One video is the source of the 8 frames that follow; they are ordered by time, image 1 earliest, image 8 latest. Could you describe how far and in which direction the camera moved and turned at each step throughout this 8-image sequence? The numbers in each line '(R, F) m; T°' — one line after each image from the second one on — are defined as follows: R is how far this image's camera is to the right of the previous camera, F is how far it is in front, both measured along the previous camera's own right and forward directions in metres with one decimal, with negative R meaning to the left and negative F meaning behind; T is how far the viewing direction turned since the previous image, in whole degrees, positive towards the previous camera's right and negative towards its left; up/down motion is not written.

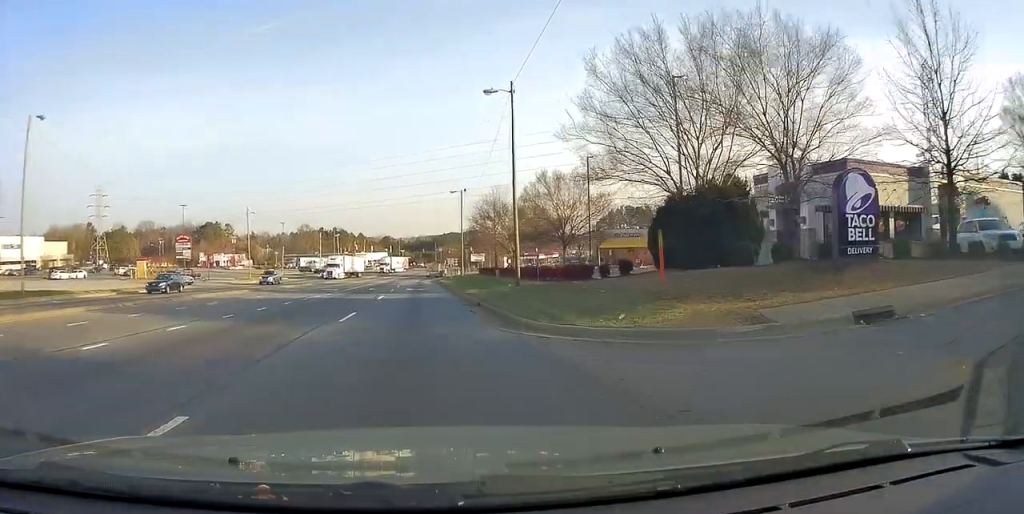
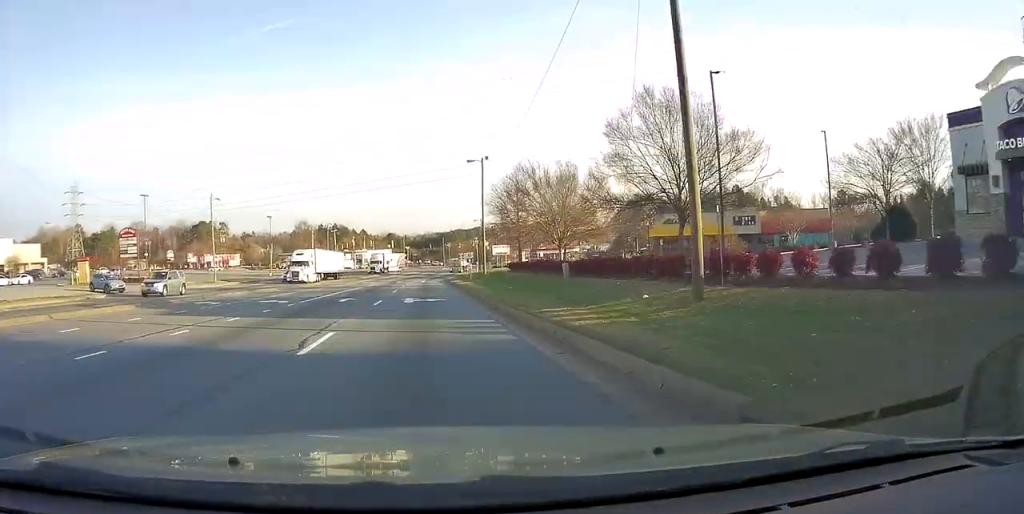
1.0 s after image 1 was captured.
(-0.4, +18.8) m; 0°
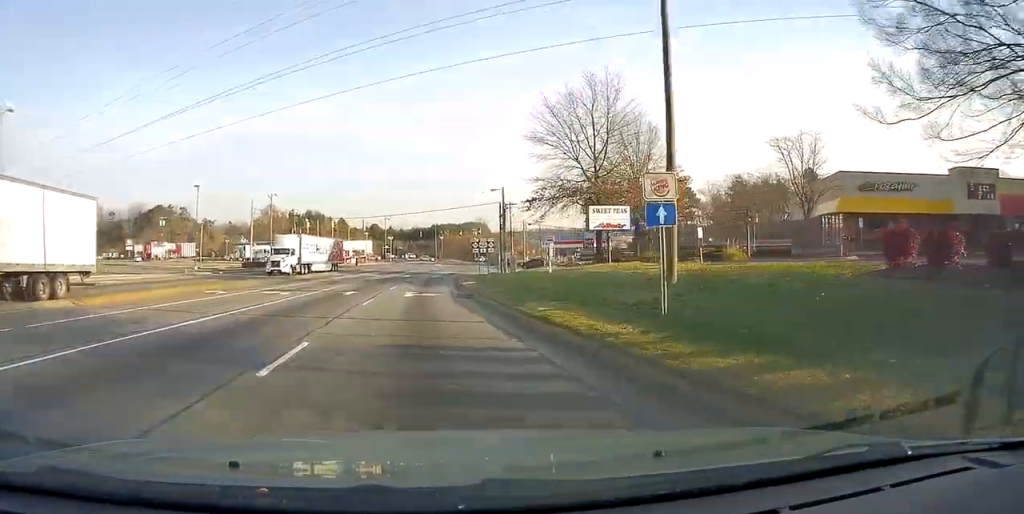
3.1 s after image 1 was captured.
(+0.8, +41.2) m; 0°
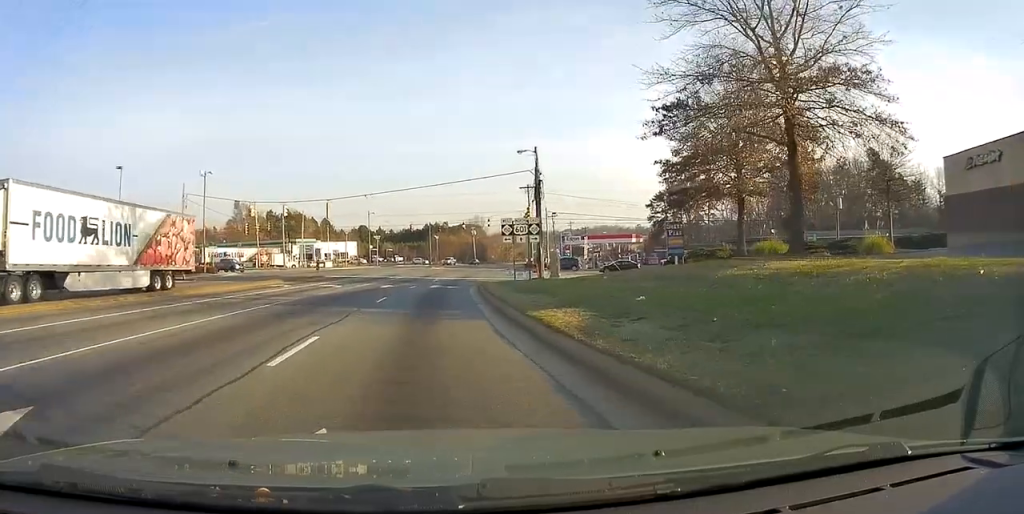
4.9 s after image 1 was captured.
(-0.2, +25.8) m; +3°
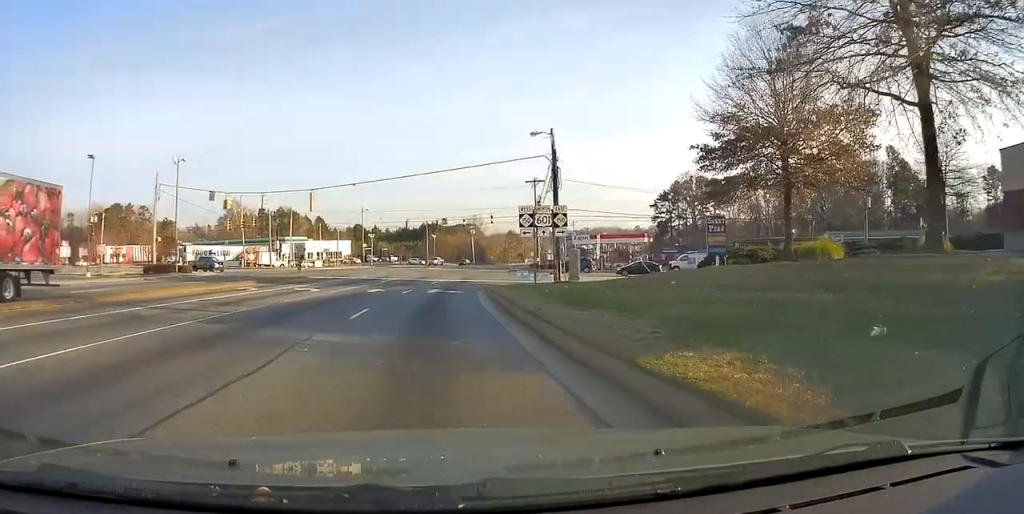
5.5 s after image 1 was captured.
(+0.2, +6.9) m; +1°
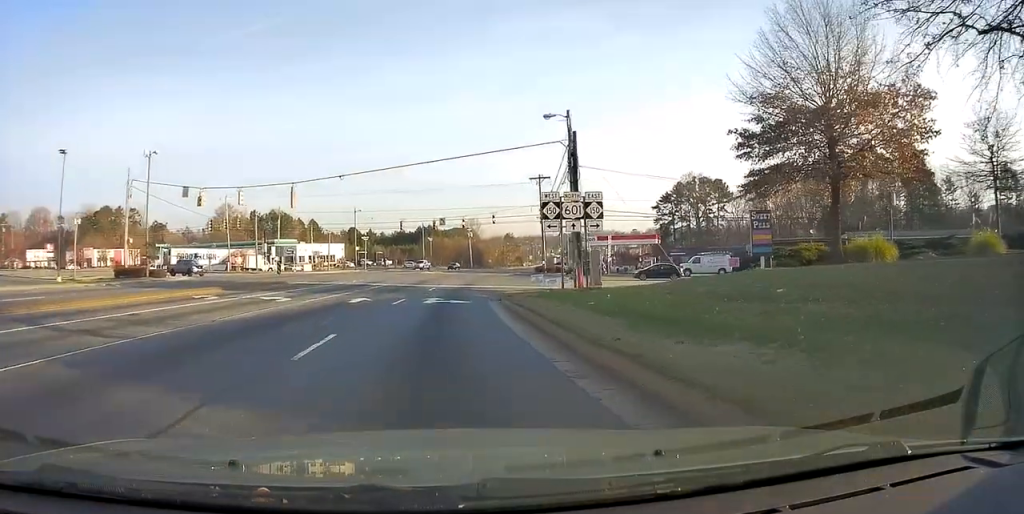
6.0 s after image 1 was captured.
(+0.2, +5.8) m; 0°
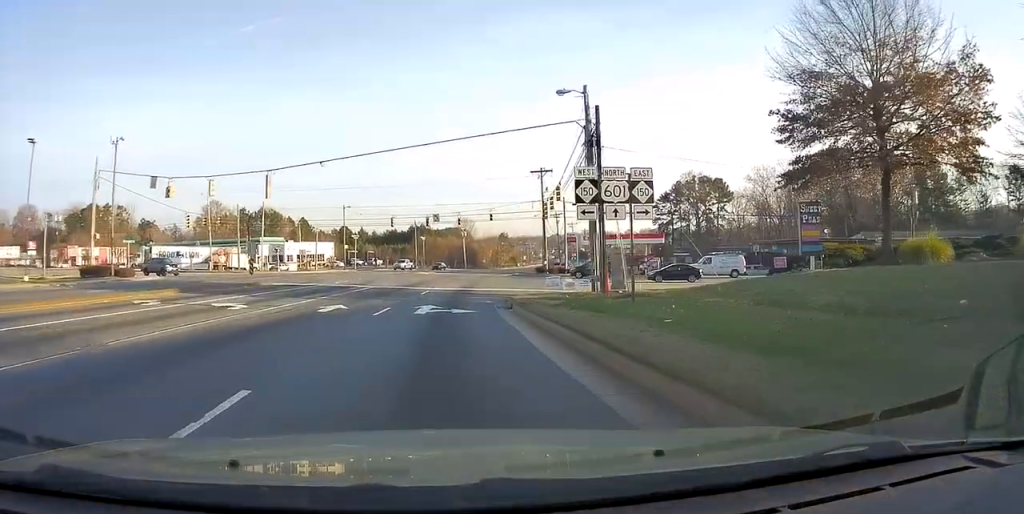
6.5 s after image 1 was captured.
(-0.1, +5.2) m; 0°
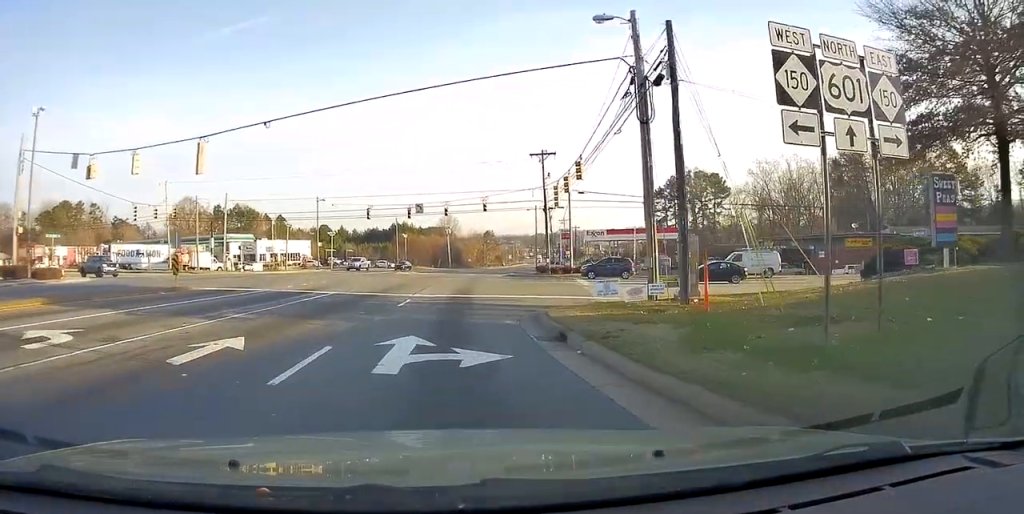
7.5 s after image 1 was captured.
(-0.1, +9.8) m; +2°
